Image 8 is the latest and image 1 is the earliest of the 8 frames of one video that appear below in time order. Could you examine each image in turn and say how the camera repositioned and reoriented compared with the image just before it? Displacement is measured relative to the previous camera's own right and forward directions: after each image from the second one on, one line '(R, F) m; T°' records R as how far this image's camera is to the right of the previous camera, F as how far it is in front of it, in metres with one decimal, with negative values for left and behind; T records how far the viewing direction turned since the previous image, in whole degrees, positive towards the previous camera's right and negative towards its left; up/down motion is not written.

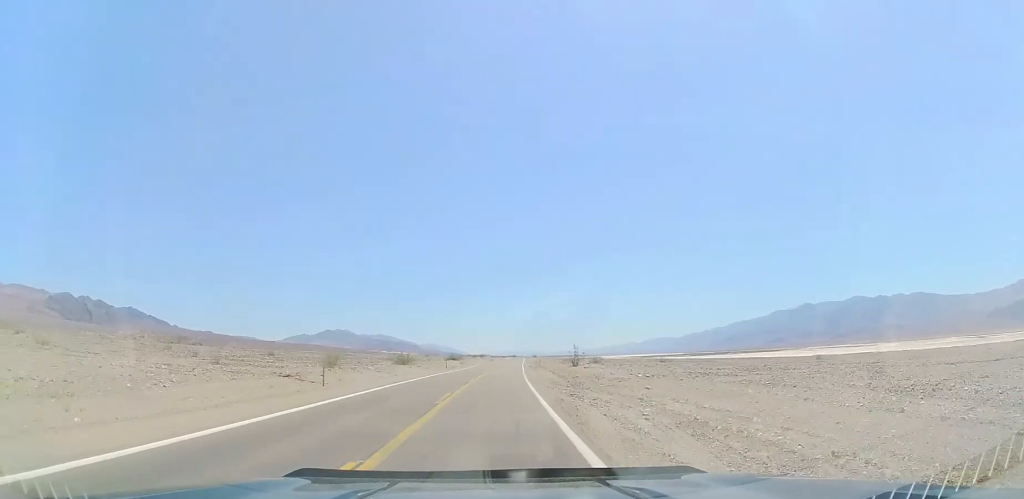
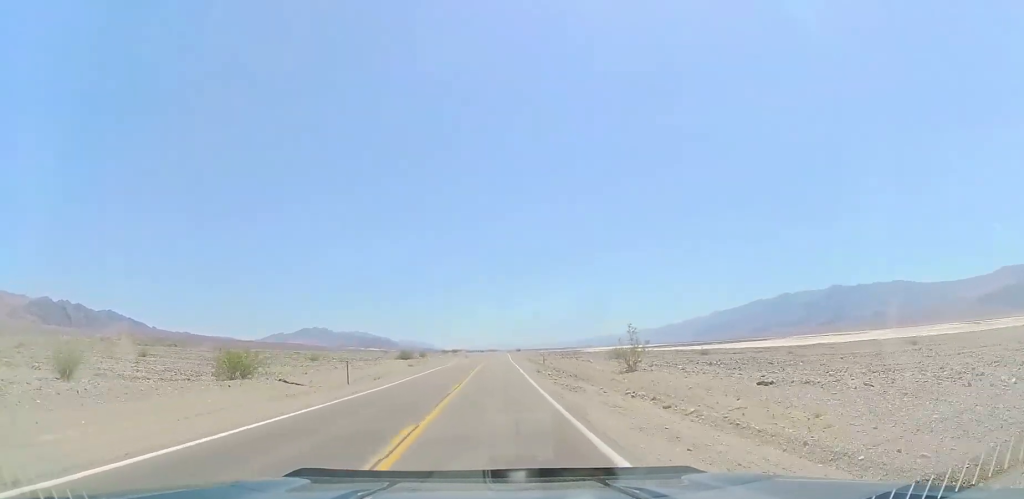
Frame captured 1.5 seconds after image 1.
(+1.2, +40.3) m; +3°
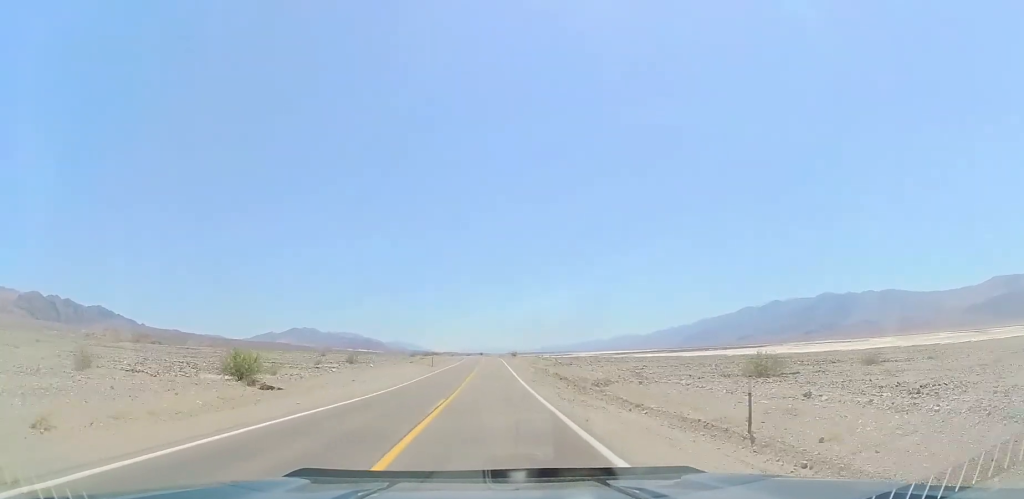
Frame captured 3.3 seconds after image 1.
(+1.0, +49.6) m; +2°
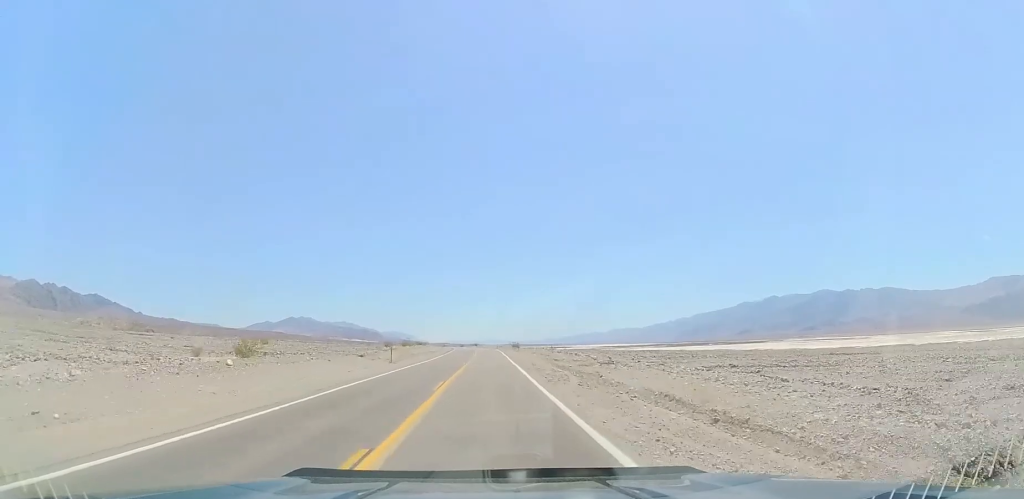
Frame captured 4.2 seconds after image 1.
(+0.2, +27.0) m; 0°
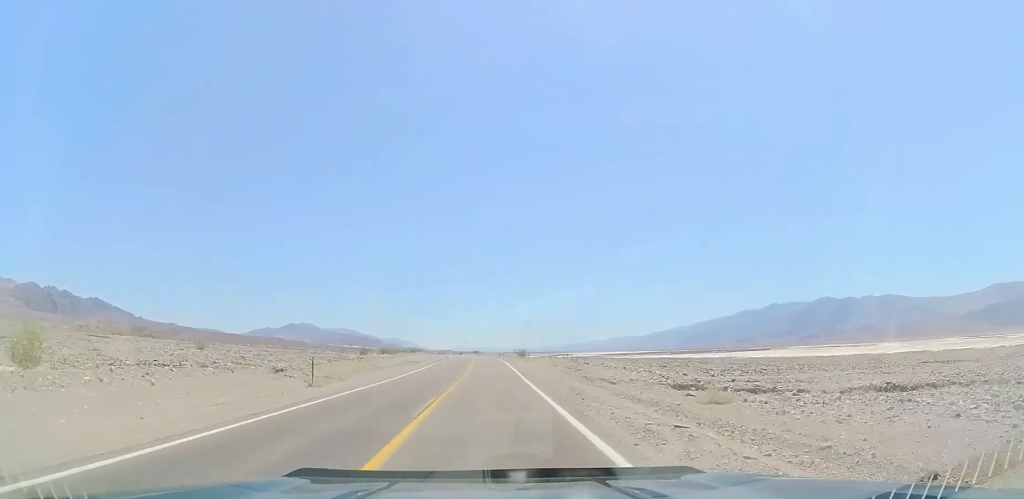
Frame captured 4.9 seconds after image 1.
(0.0, +19.5) m; 0°
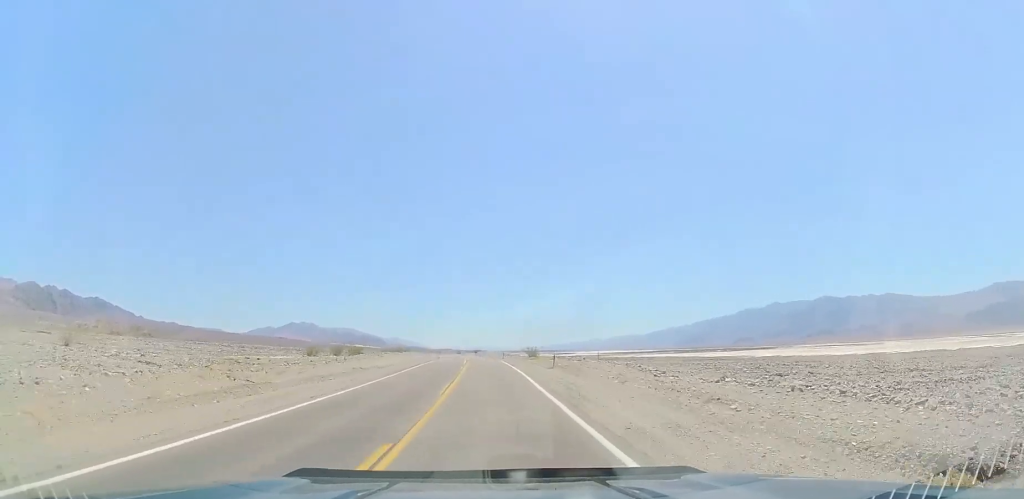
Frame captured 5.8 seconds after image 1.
(0.0, +23.3) m; 0°
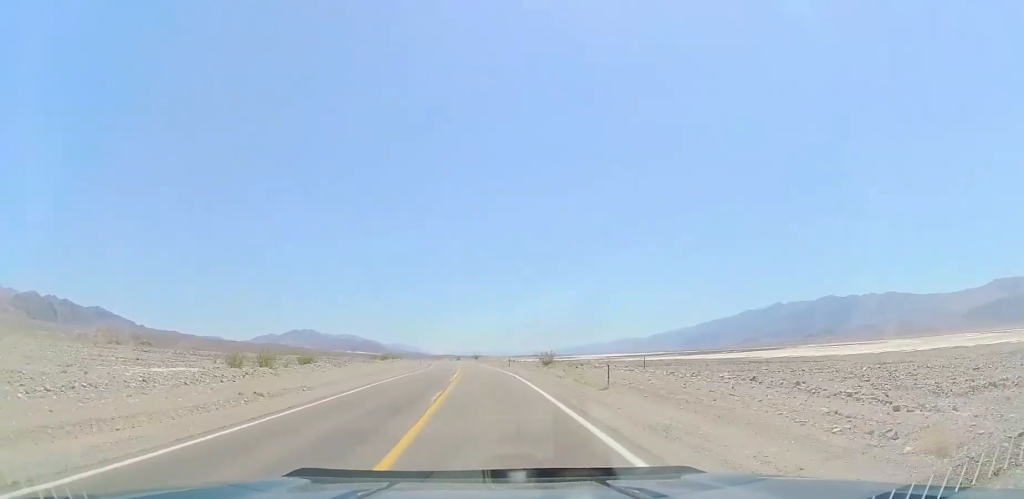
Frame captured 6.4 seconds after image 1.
(0.0, +17.8) m; 0°
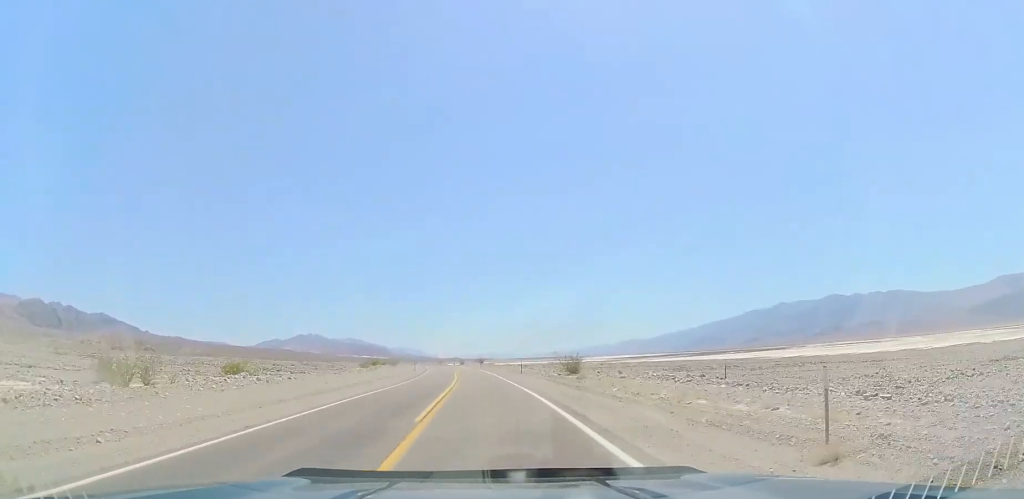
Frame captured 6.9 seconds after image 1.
(0.0, +15.0) m; 0°
